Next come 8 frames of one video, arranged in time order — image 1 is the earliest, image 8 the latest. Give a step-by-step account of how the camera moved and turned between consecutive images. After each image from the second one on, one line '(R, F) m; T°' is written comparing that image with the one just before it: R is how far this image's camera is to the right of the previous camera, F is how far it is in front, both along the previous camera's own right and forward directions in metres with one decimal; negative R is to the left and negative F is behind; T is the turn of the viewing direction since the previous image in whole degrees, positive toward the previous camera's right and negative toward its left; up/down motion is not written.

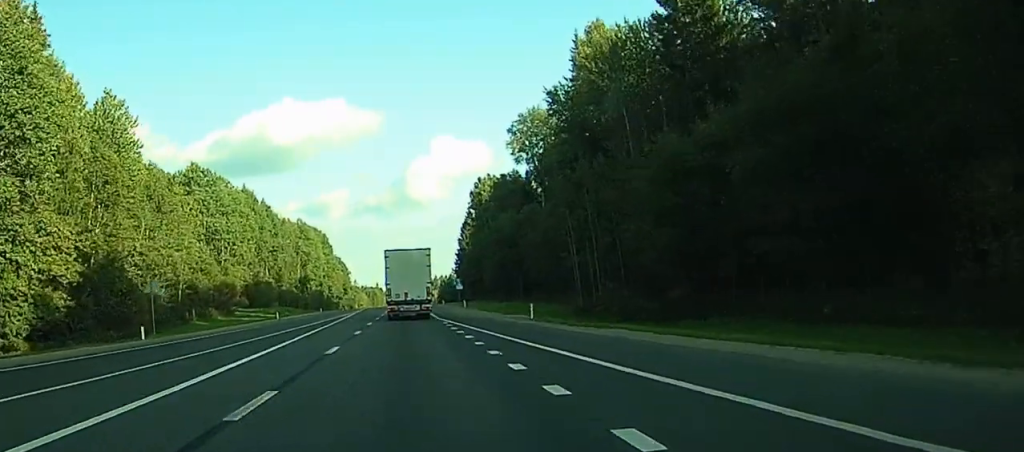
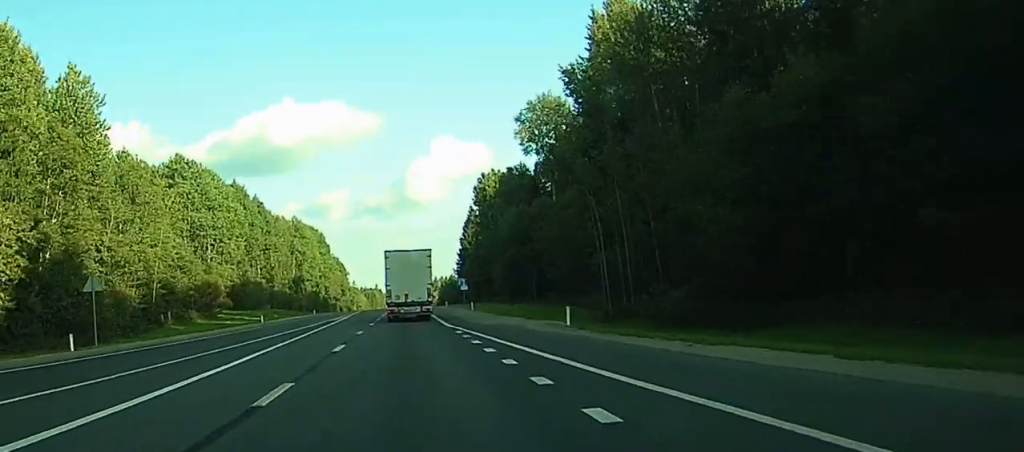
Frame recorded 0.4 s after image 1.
(0.0, +10.2) m; 0°
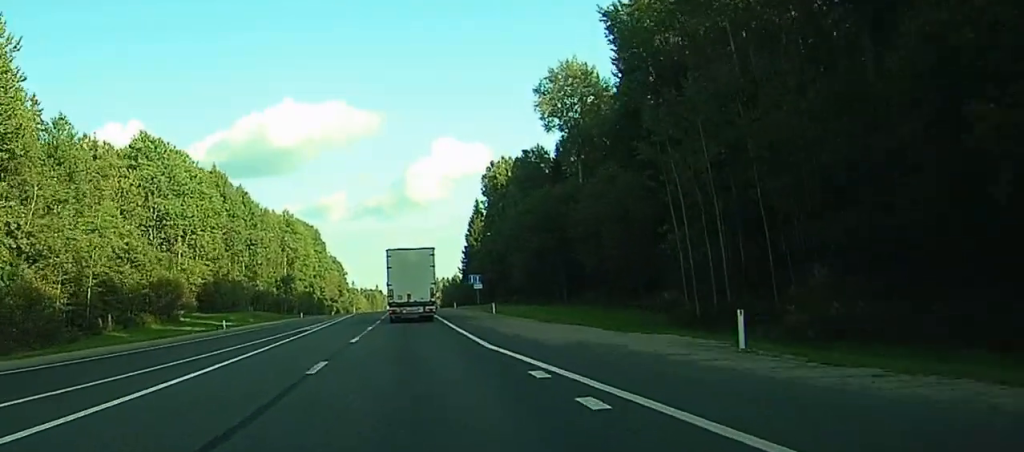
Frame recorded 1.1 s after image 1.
(0.0, +18.8) m; 0°
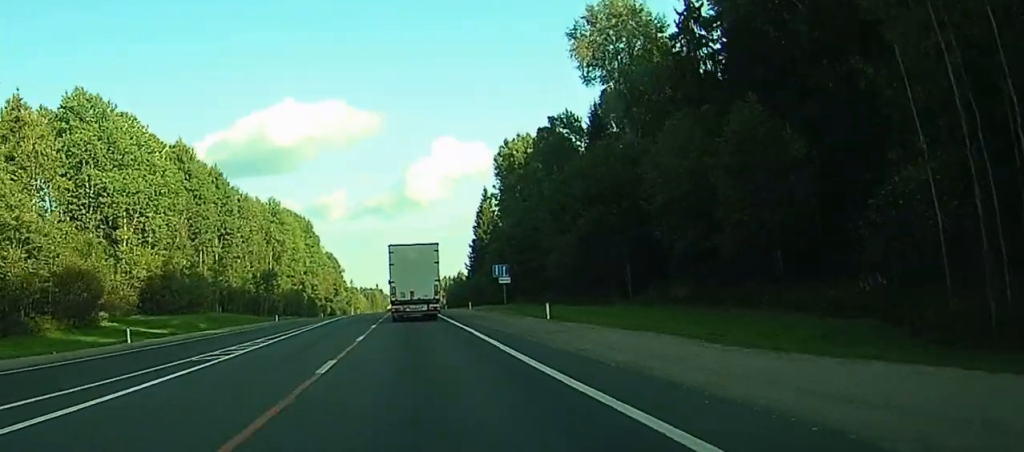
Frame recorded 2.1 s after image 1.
(+0.2, +24.0) m; +1°
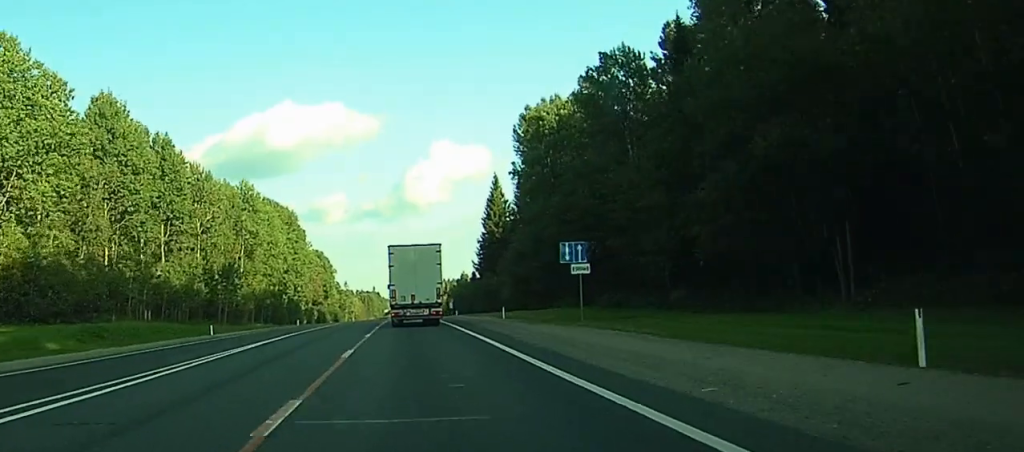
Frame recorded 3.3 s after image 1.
(+0.3, +31.1) m; +1°
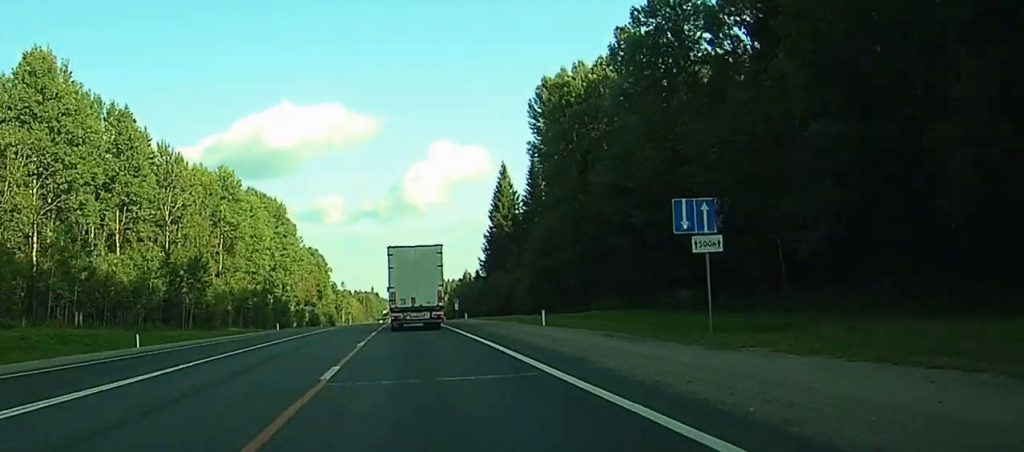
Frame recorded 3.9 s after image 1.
(0.0, +17.4) m; -1°
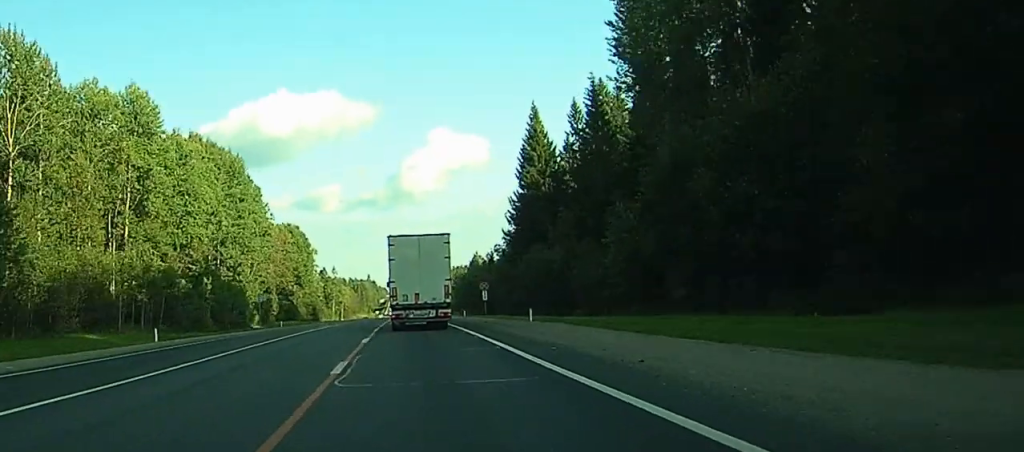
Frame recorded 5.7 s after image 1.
(-0.6, +46.2) m; -1°
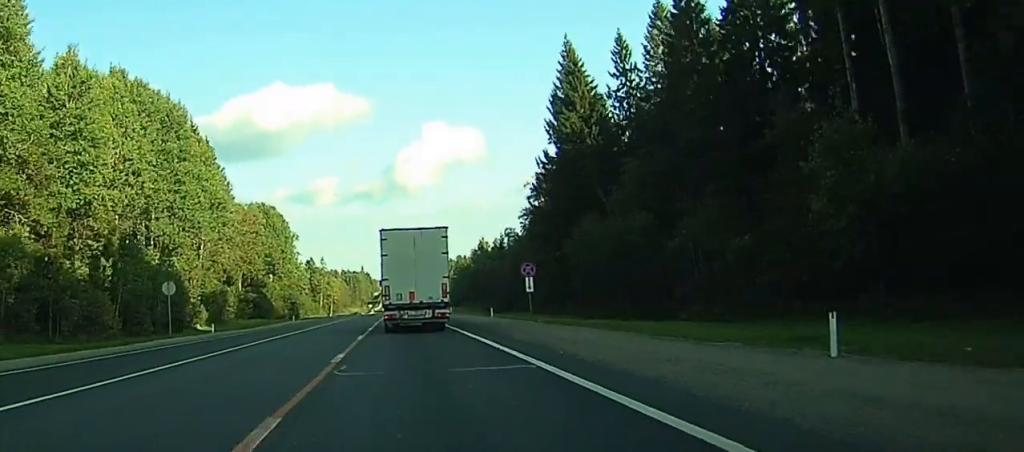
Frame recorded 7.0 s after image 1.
(+0.2, +33.3) m; +1°
